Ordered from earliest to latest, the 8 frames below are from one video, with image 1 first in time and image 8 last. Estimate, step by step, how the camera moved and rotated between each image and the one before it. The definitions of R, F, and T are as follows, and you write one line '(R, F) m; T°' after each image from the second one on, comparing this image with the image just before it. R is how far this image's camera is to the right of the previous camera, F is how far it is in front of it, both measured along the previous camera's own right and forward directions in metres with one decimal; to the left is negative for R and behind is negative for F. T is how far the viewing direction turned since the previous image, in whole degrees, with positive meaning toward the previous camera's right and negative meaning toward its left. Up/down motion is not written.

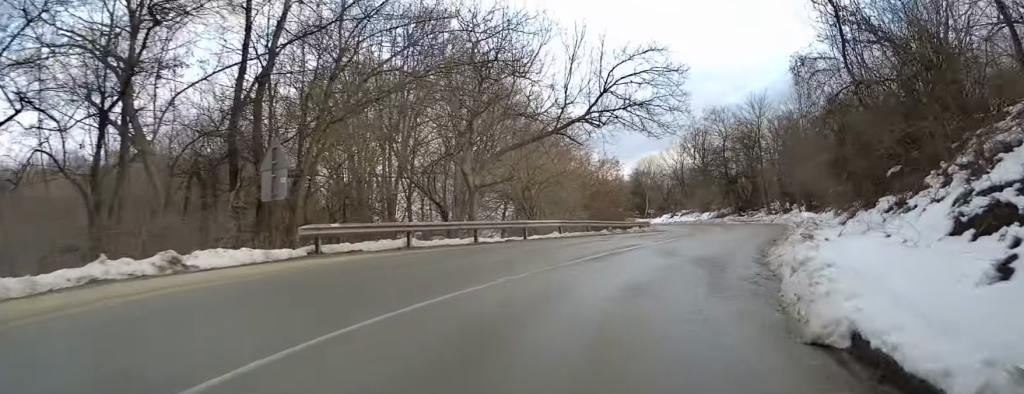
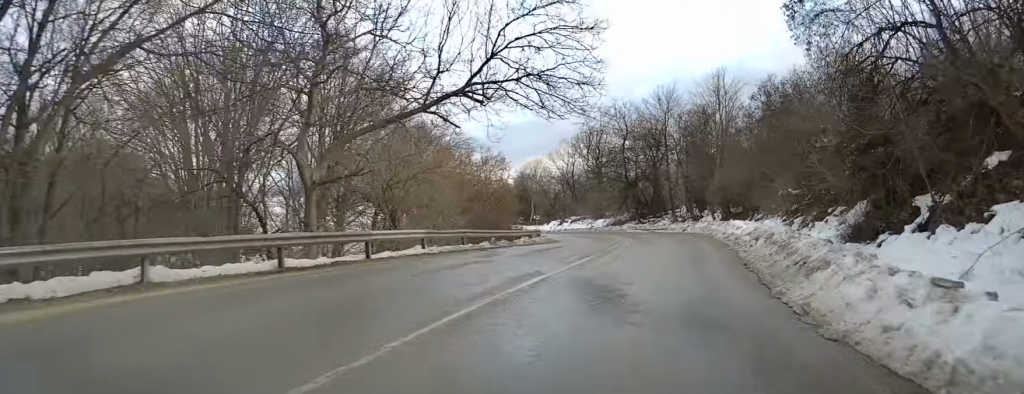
(+0.9, +8.1) m; +8°
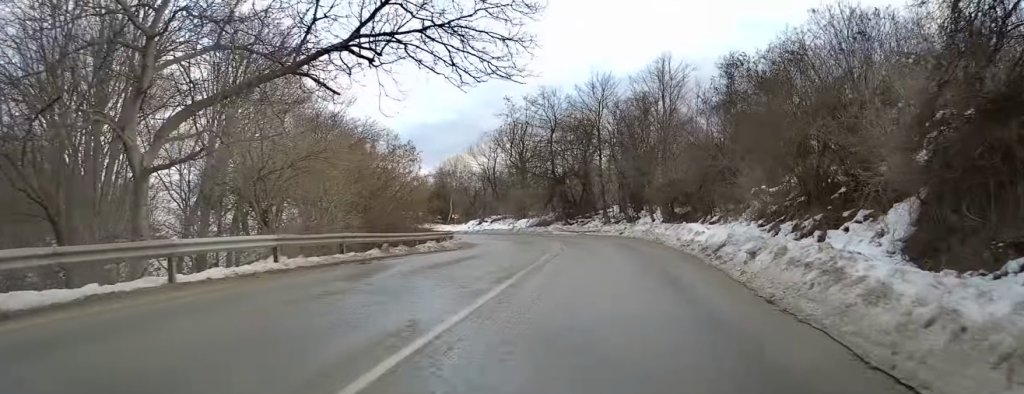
(+0.3, +6.3) m; +6°
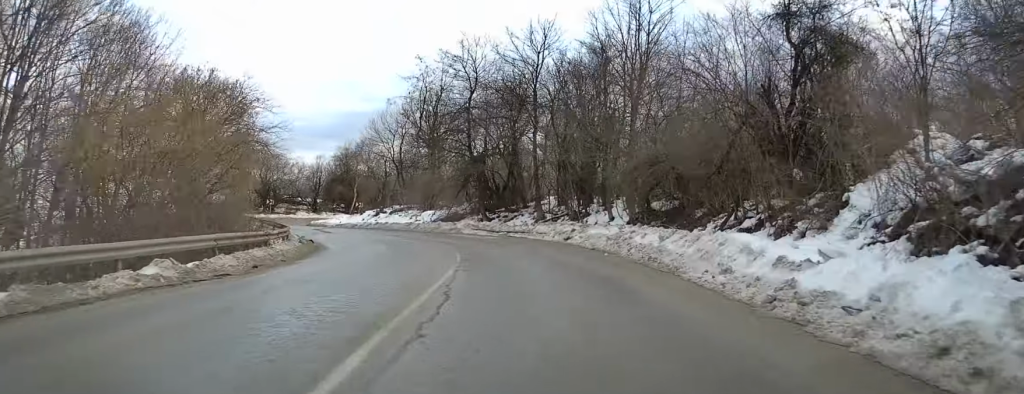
(+1.4, +15.4) m; +6°
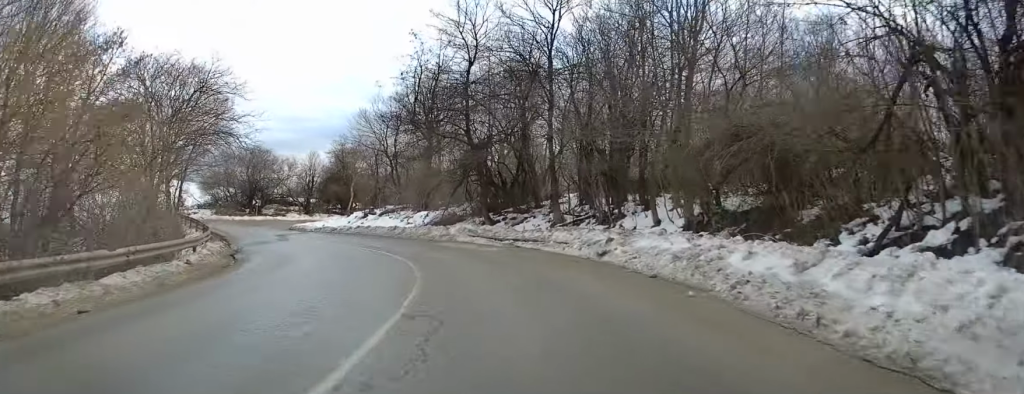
(+0.2, +8.6) m; 0°
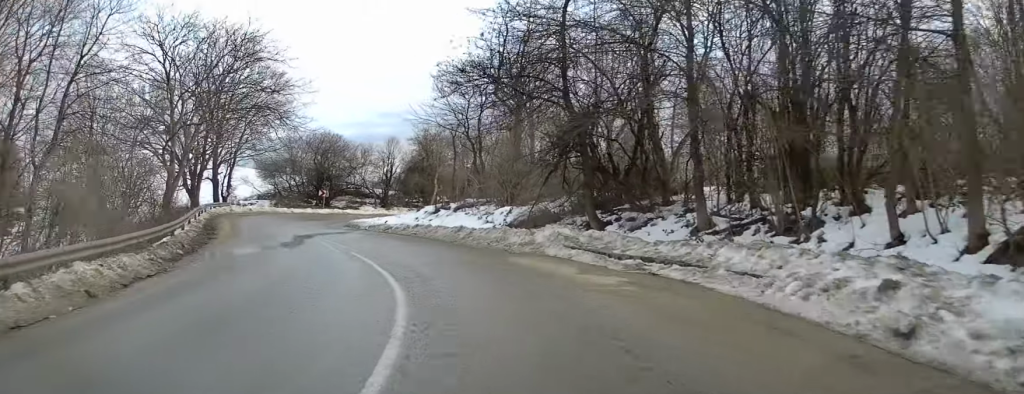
(-0.2, +10.4) m; -5°
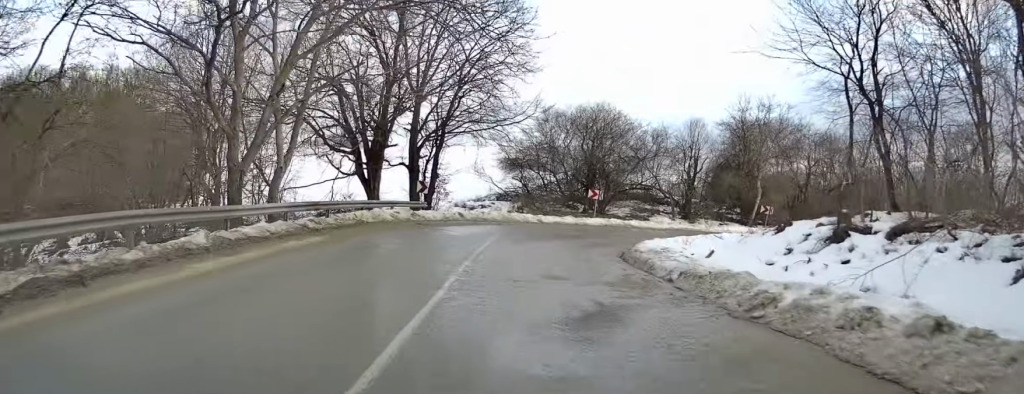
(-5.0, +22.3) m; -24°
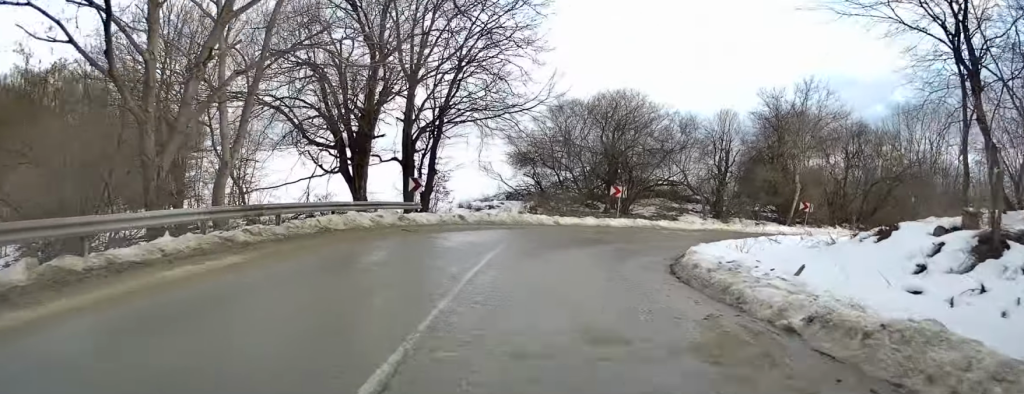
(-0.4, +5.2) m; -2°
